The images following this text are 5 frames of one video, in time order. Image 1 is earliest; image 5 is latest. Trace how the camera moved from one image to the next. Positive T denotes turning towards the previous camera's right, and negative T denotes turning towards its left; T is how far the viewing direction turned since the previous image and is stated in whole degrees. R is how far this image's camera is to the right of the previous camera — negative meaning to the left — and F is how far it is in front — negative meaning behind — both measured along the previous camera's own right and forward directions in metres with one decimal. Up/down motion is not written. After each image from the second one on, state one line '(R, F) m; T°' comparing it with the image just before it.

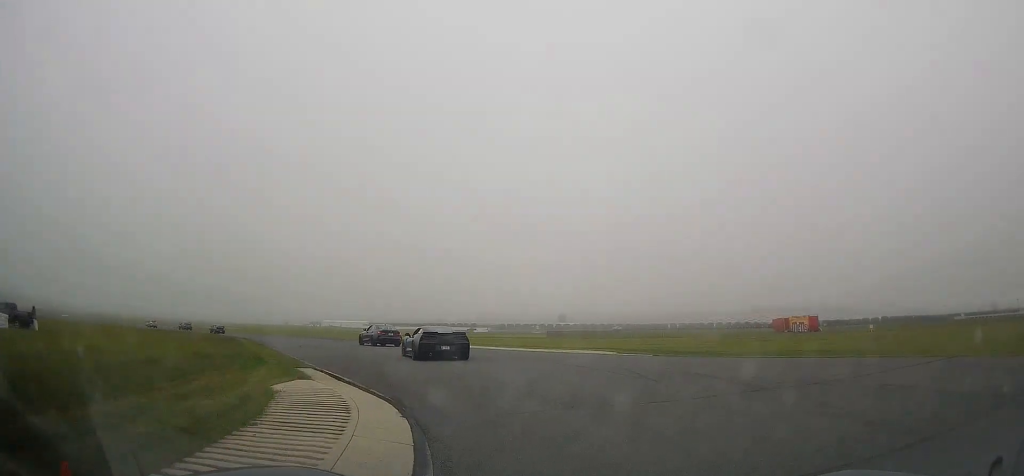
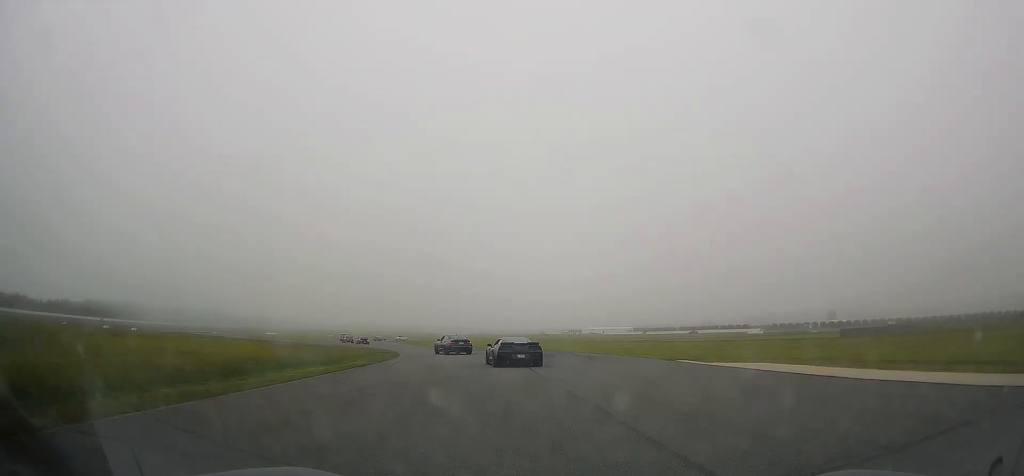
(-6.3, +23.2) m; -24°
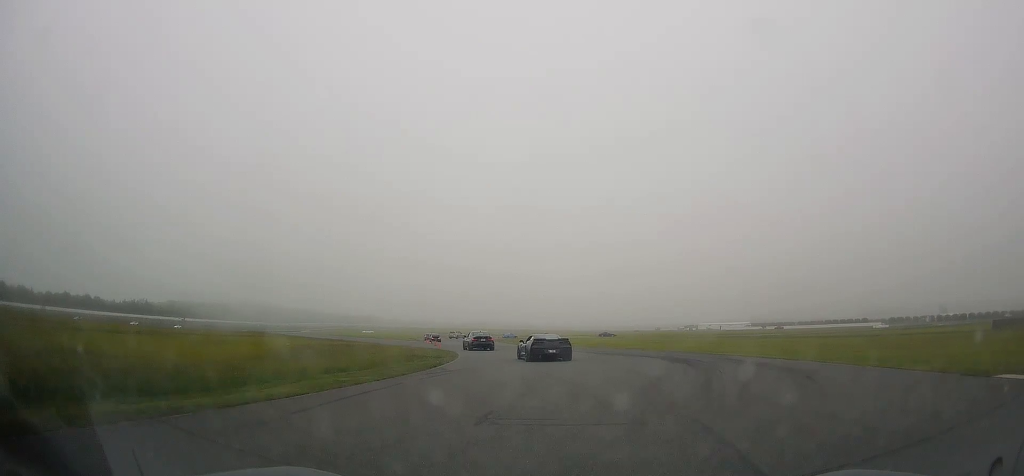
(-1.7, +16.6) m; -10°
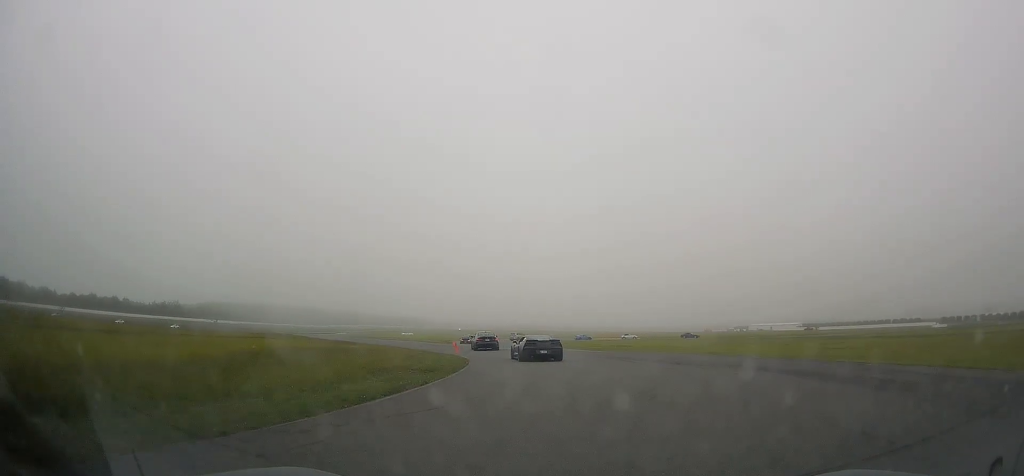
(-0.8, +11.8) m; -4°
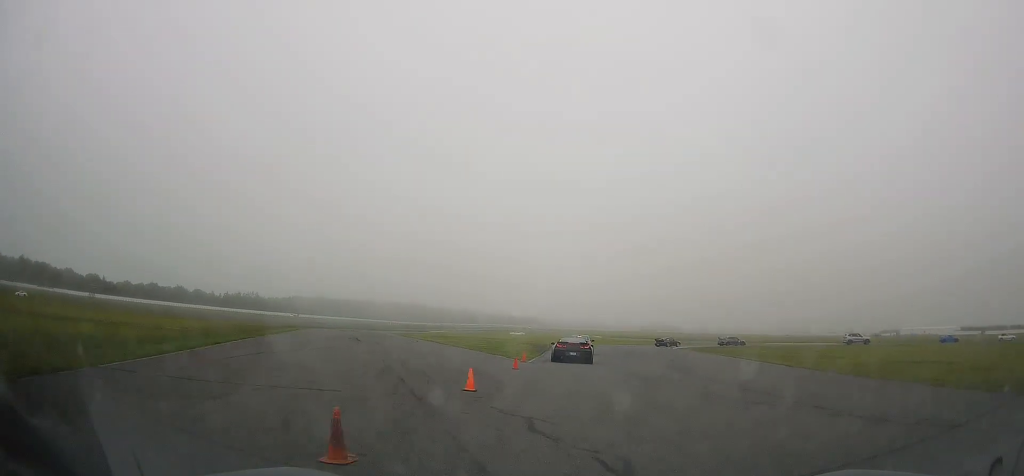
(-5.7, +49.0) m; -11°
